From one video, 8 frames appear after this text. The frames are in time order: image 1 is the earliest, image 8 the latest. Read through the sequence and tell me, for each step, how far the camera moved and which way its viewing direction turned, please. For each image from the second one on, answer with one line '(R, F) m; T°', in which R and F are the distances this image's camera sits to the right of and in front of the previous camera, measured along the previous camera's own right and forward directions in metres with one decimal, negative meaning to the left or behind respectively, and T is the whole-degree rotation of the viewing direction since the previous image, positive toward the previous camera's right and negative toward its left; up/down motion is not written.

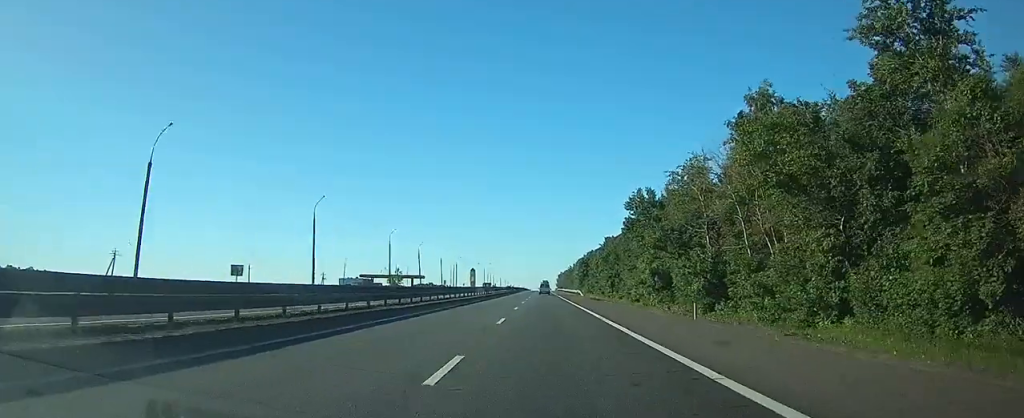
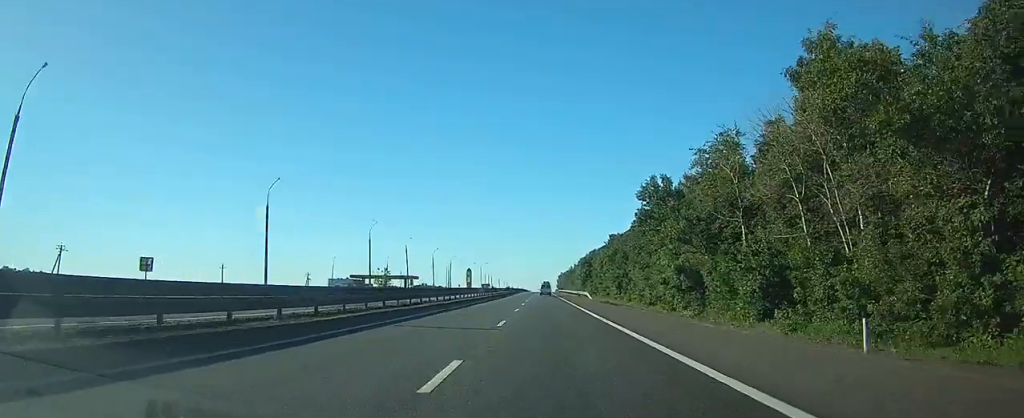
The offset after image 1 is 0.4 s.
(0.0, +12.4) m; 0°
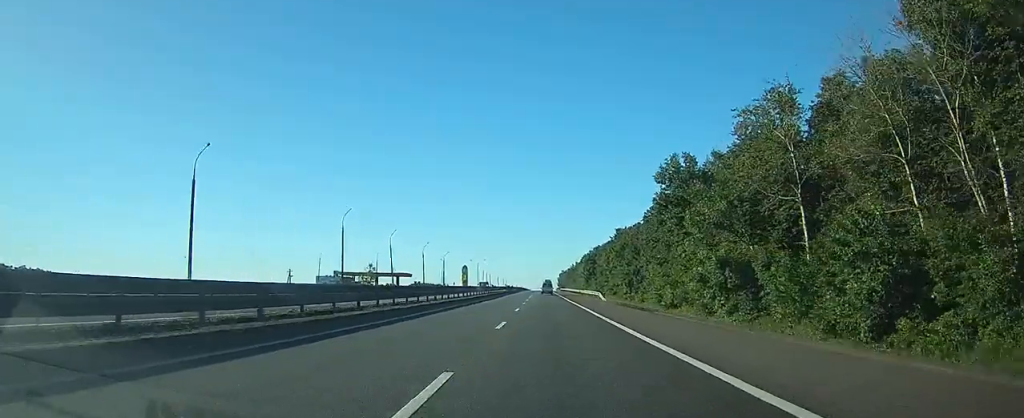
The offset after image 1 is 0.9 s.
(0.0, +13.4) m; 0°
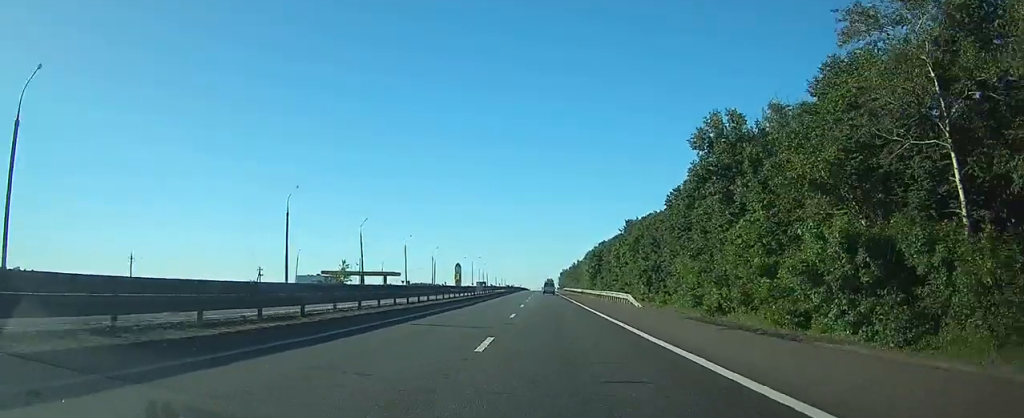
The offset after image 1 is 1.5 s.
(0.0, +18.2) m; 0°
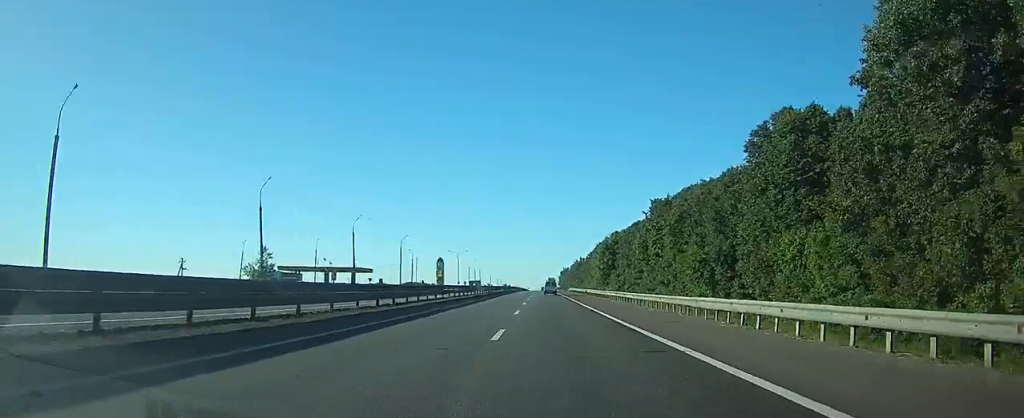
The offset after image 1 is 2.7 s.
(-0.1, +33.5) m; 0°
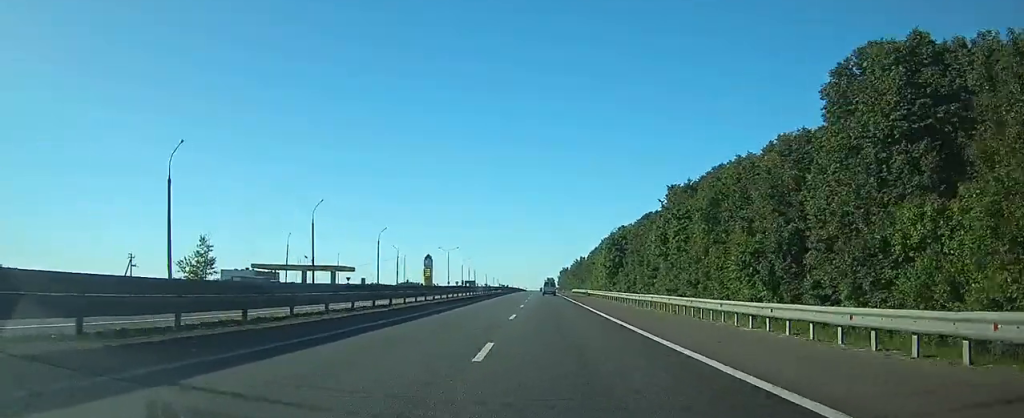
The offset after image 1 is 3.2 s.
(0.0, +15.3) m; 0°
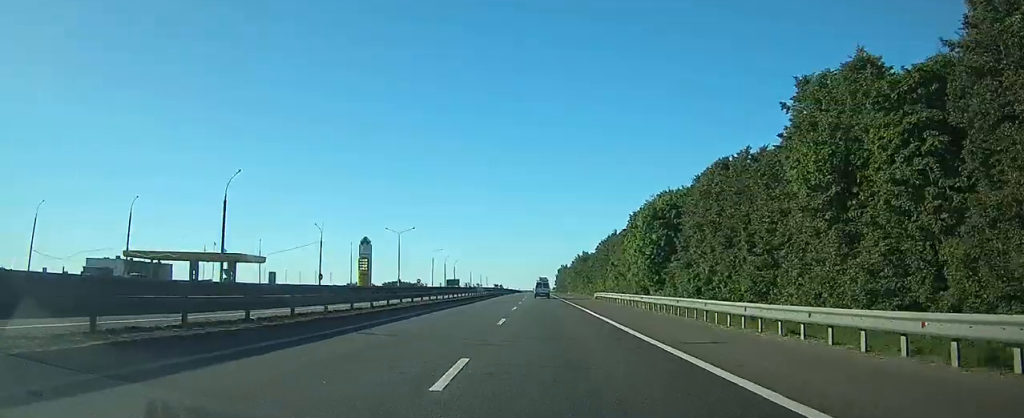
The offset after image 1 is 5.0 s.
(+0.3, +50.2) m; +1°
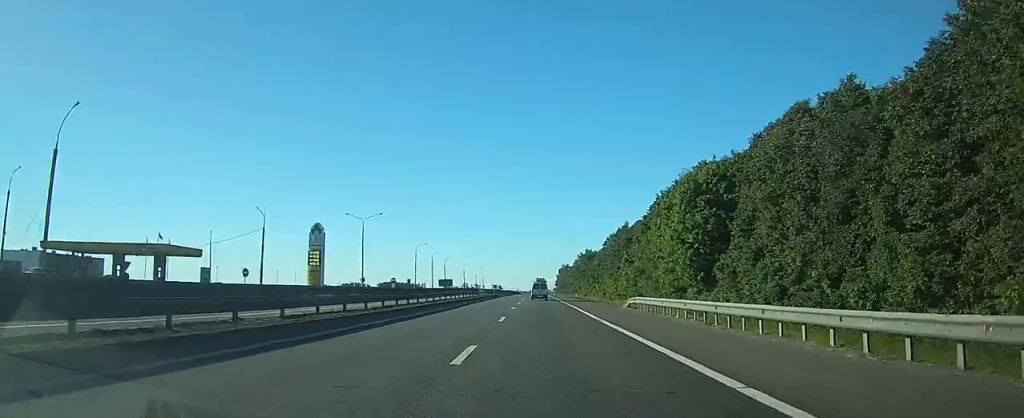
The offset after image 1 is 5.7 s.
(+0.1, +21.4) m; 0°
